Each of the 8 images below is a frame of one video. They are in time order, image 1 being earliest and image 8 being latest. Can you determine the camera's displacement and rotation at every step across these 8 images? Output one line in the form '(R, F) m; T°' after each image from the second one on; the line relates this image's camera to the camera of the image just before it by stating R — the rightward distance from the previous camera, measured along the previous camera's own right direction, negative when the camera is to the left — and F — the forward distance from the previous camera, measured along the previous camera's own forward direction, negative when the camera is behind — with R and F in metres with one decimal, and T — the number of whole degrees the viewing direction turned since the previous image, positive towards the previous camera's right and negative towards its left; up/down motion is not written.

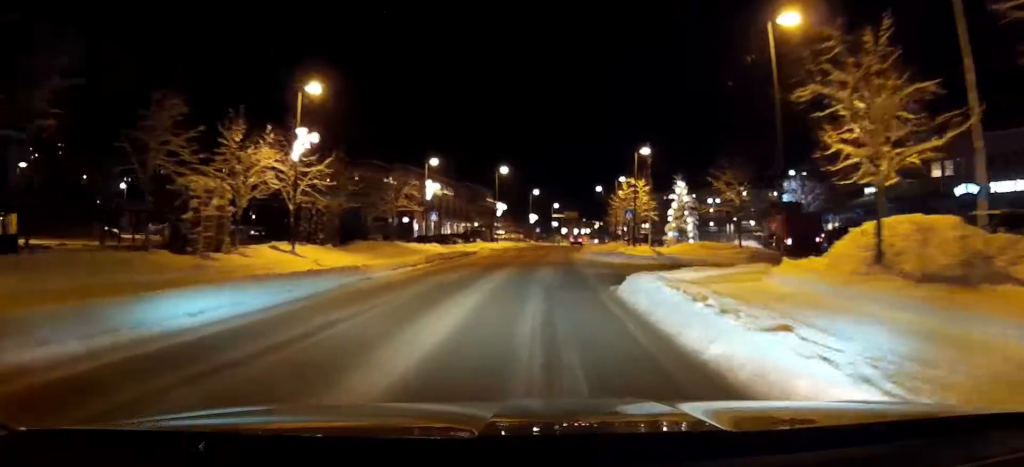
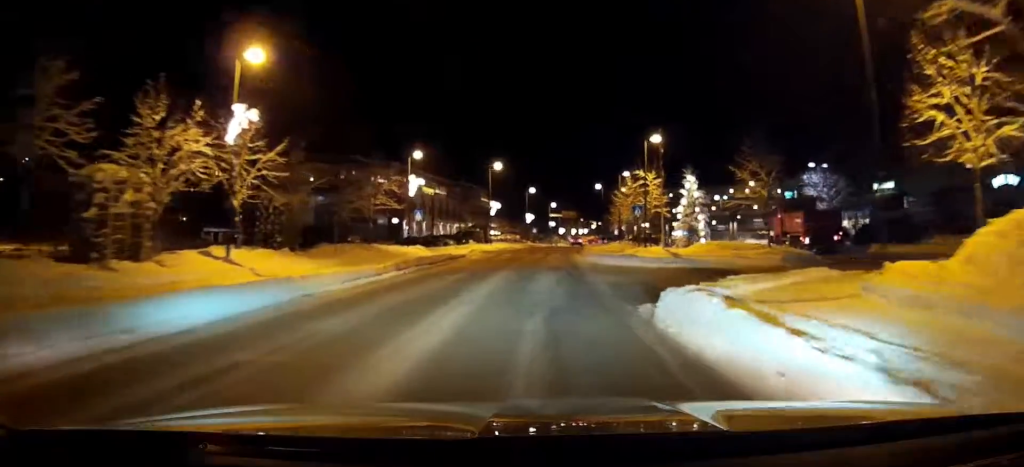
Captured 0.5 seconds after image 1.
(0.0, +4.7) m; 0°
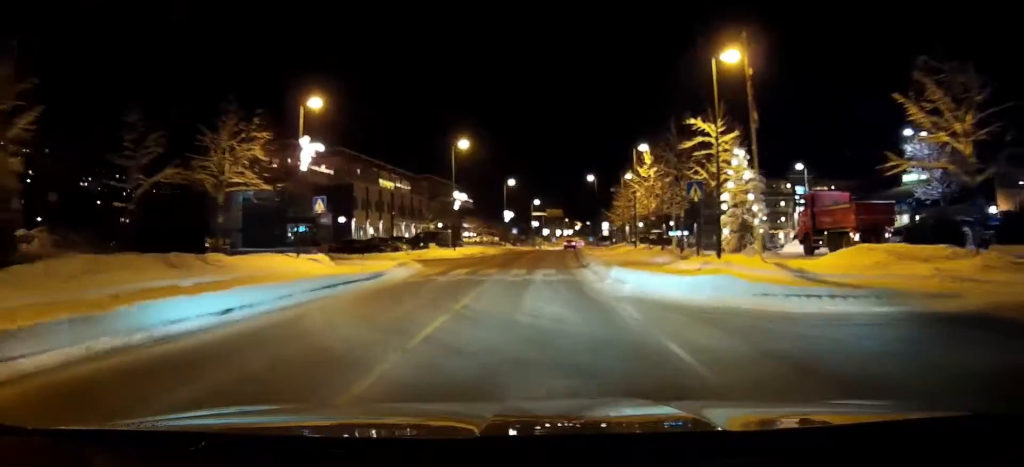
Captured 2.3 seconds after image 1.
(0.0, +16.1) m; 0°
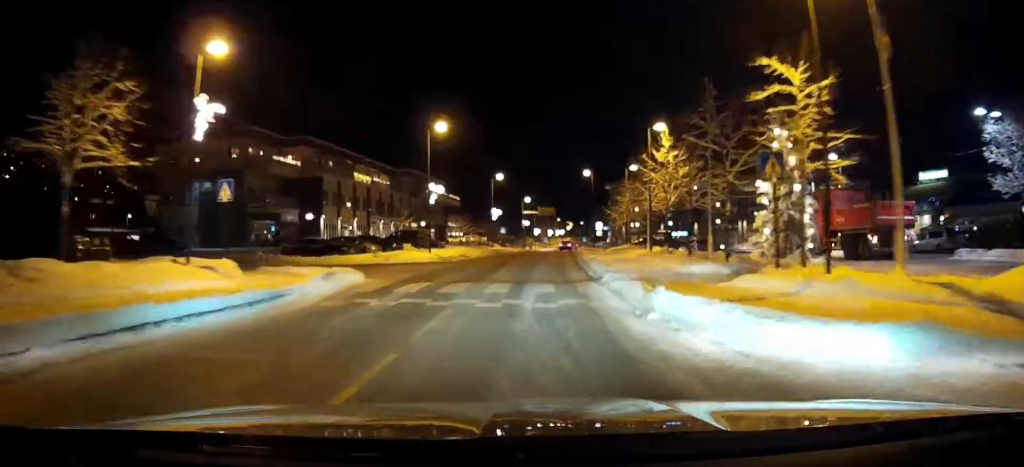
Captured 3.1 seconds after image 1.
(0.0, +7.7) m; +1°
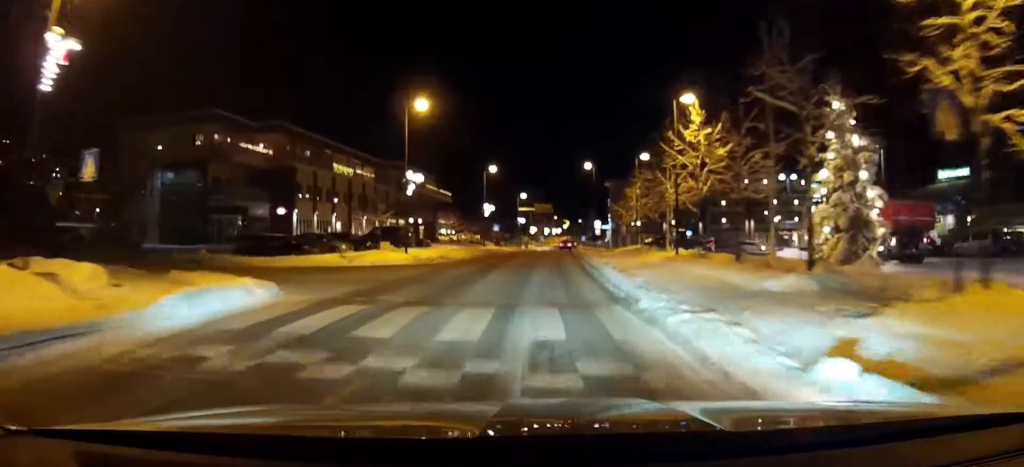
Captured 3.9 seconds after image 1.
(+0.1, +6.6) m; +1°
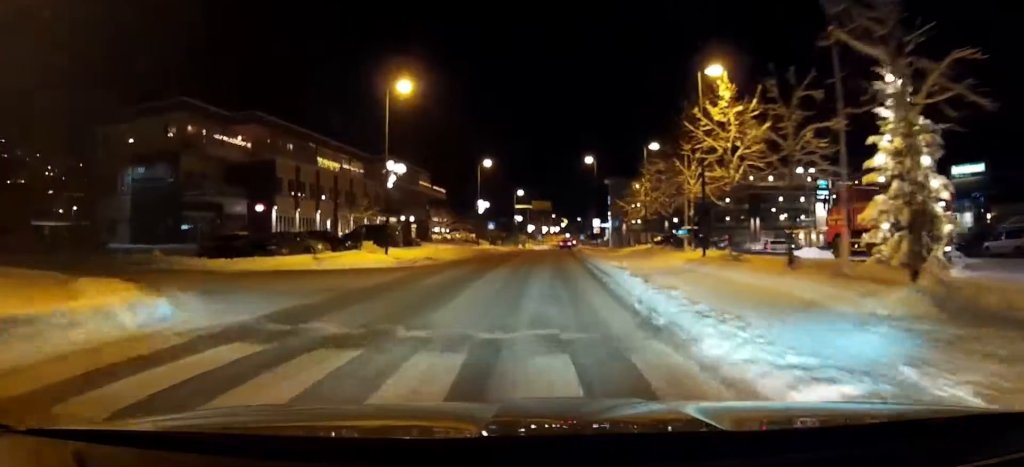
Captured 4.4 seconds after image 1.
(0.0, +4.4) m; 0°
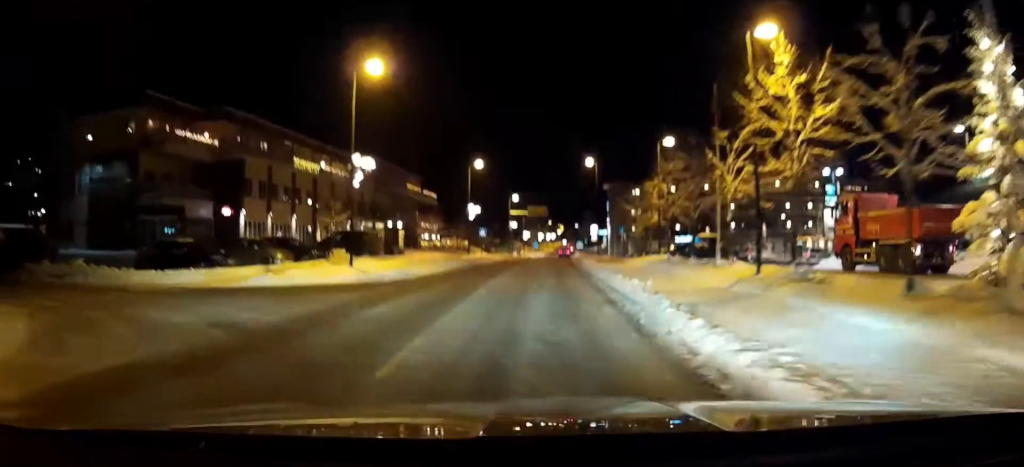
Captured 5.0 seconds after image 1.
(-0.1, +5.5) m; 0°
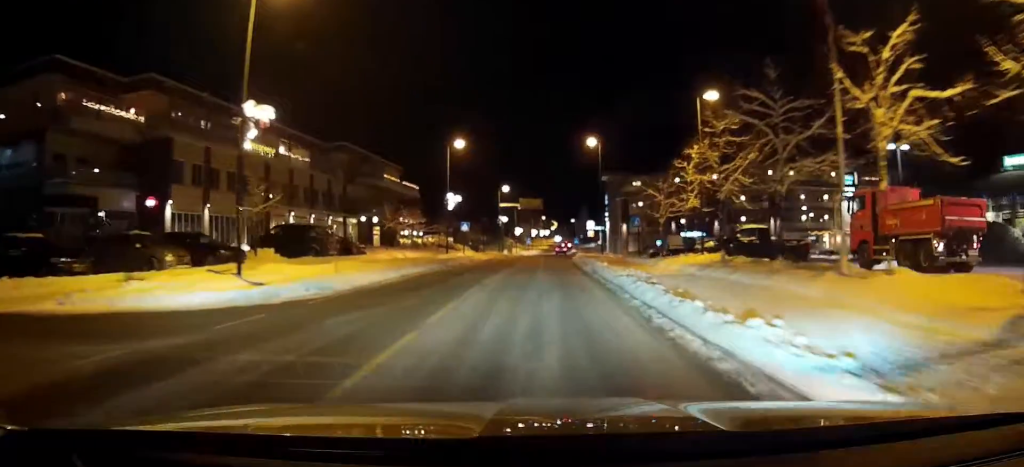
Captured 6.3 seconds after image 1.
(+0.1, +9.9) m; +2°
